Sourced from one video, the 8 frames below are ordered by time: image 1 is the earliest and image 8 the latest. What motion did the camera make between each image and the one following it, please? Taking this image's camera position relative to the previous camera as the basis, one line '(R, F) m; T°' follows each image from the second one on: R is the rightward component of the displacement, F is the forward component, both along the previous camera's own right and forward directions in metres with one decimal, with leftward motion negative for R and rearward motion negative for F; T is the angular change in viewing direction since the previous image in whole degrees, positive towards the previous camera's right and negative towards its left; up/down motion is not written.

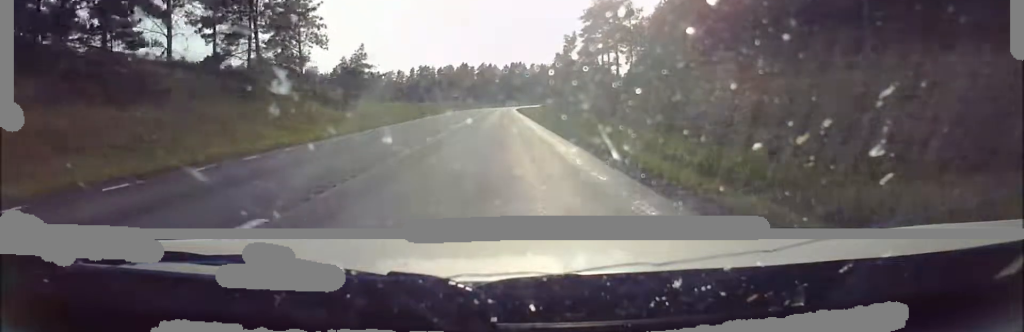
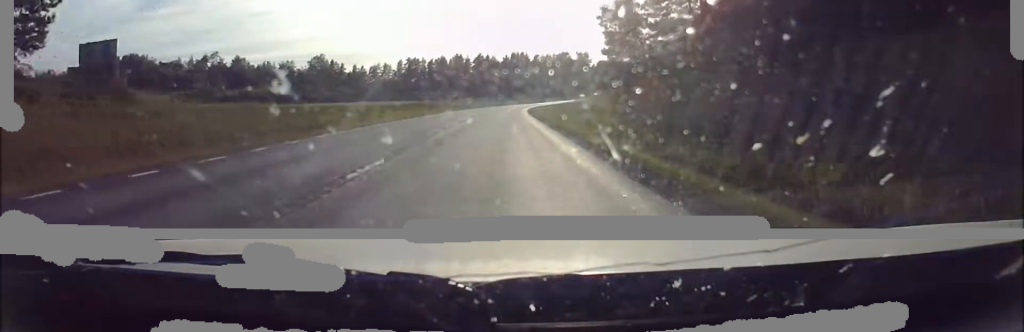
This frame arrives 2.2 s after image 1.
(0.0, +53.2) m; 0°
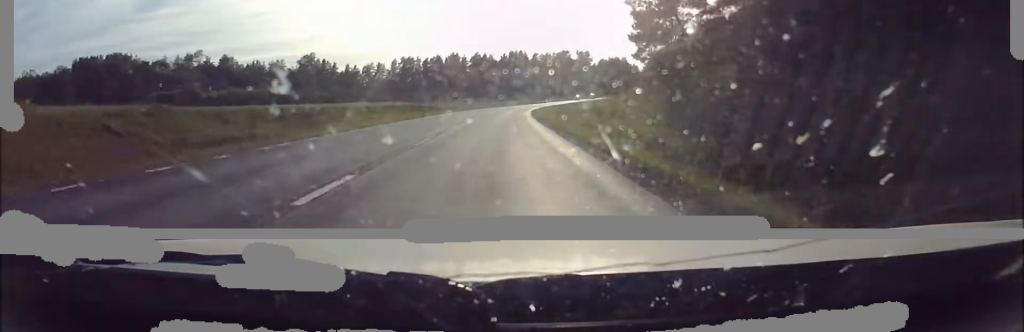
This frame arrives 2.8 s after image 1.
(0.0, +14.3) m; 0°
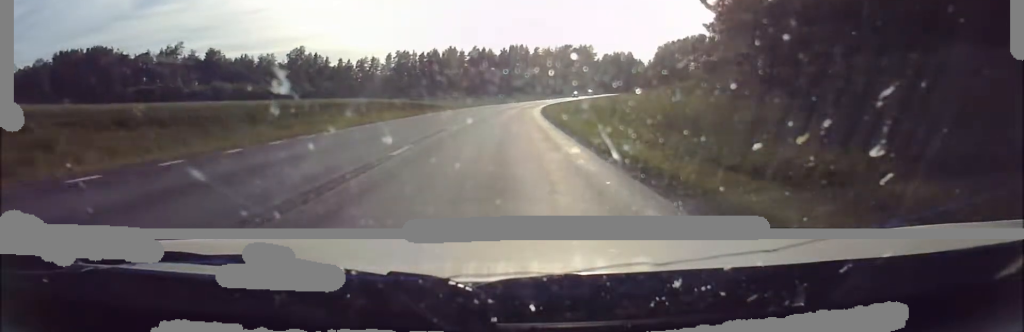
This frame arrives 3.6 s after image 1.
(0.0, +17.5) m; 0°
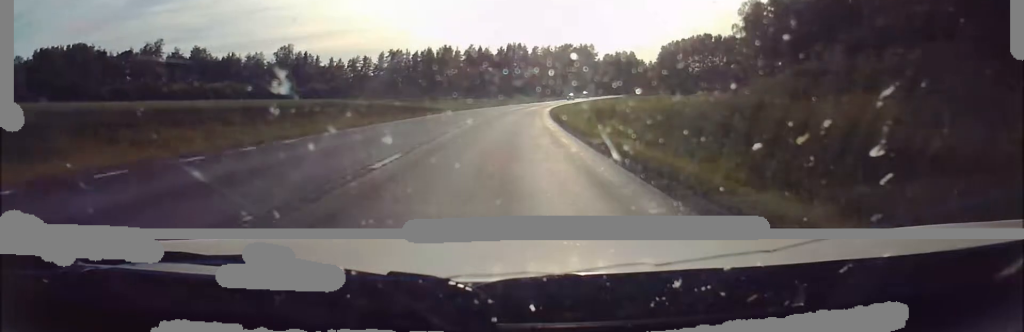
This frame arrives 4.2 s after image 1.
(0.0, +15.2) m; 0°
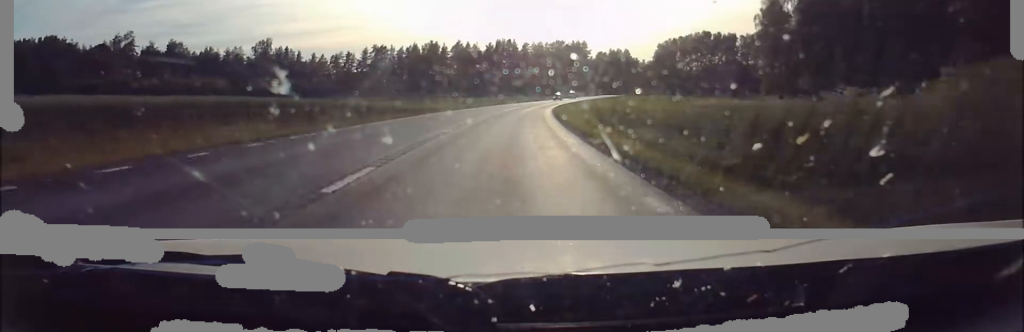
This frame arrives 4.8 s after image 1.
(-0.1, +15.2) m; 0°
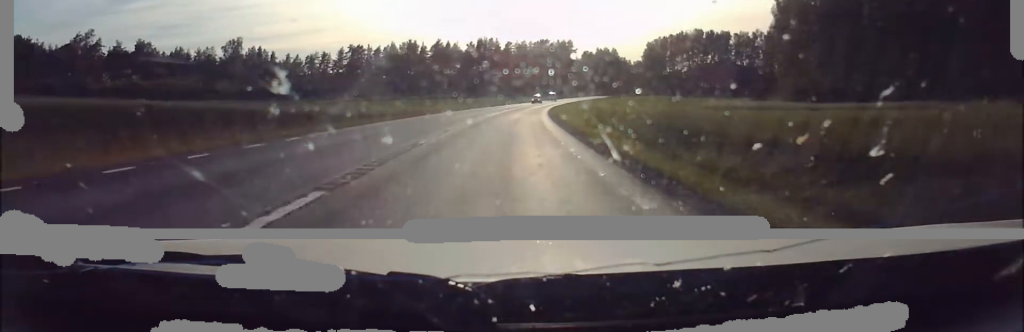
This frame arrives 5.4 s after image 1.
(-0.1, +14.5) m; 0°
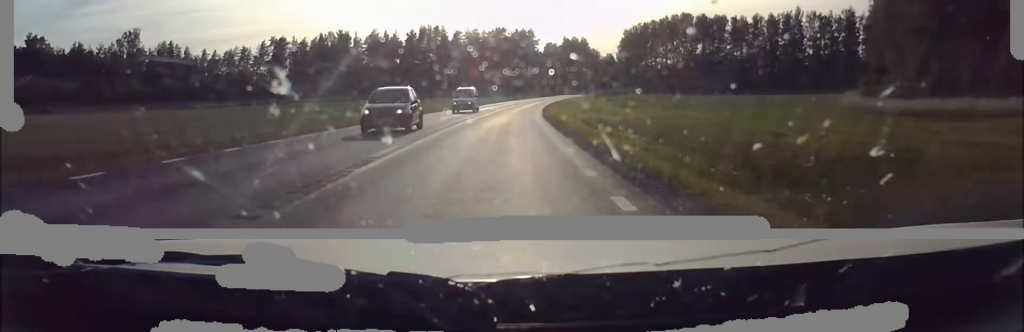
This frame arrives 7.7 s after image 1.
(+4.8, +53.2) m; +9°
